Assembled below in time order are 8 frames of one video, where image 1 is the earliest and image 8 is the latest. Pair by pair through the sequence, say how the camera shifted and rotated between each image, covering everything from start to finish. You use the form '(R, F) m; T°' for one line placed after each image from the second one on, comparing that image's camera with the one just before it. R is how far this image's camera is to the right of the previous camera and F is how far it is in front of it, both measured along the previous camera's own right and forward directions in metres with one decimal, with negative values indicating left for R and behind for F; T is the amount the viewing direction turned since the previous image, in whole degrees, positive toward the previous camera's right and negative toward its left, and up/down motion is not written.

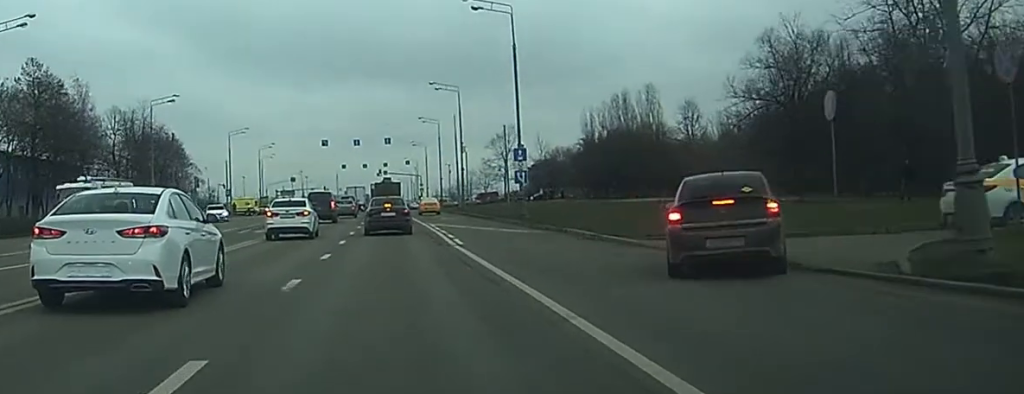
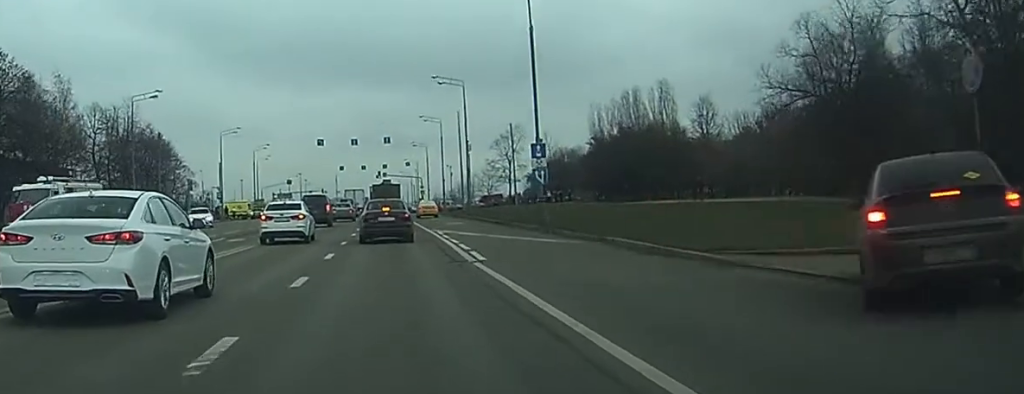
(0.0, +6.1) m; 0°
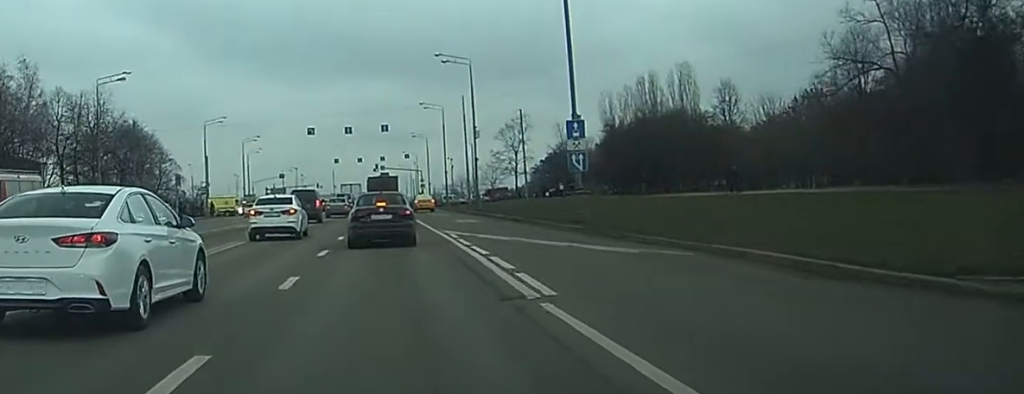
(0.0, +8.7) m; 0°
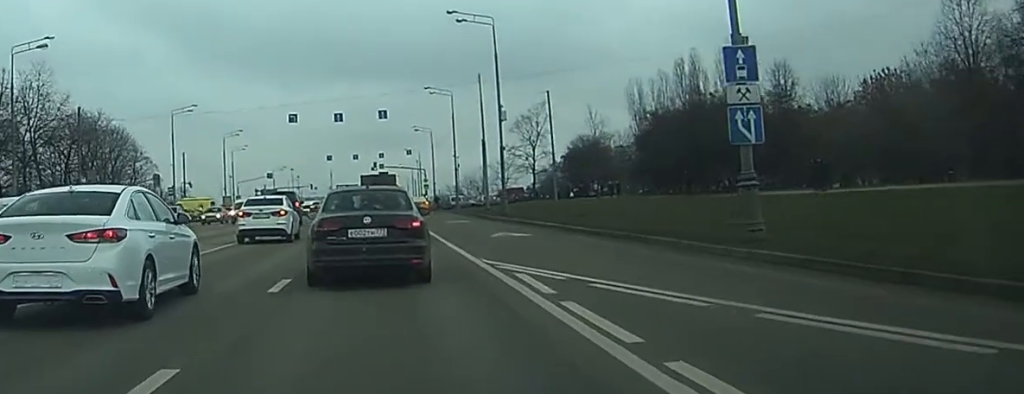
(0.0, +15.9) m; 0°
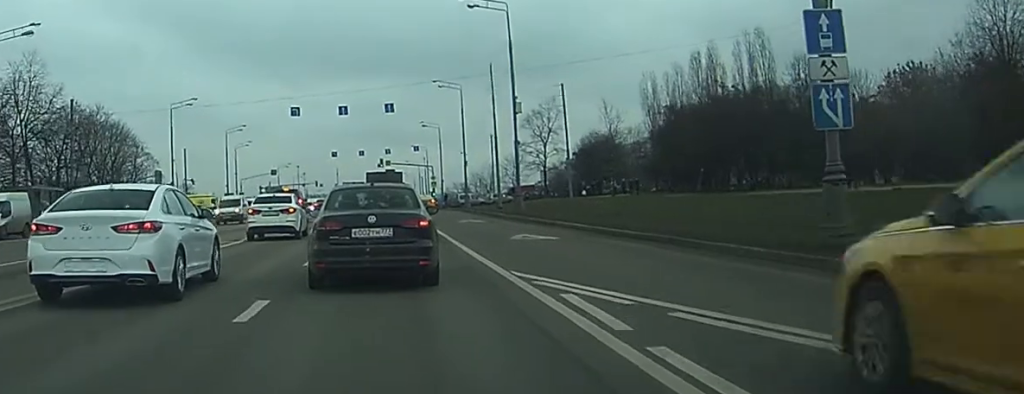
(0.0, +3.7) m; 0°
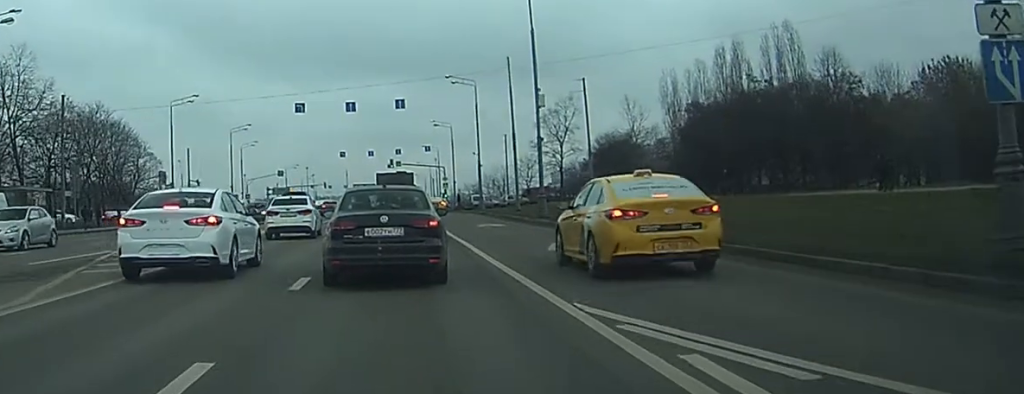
(+0.1, +4.9) m; +1°
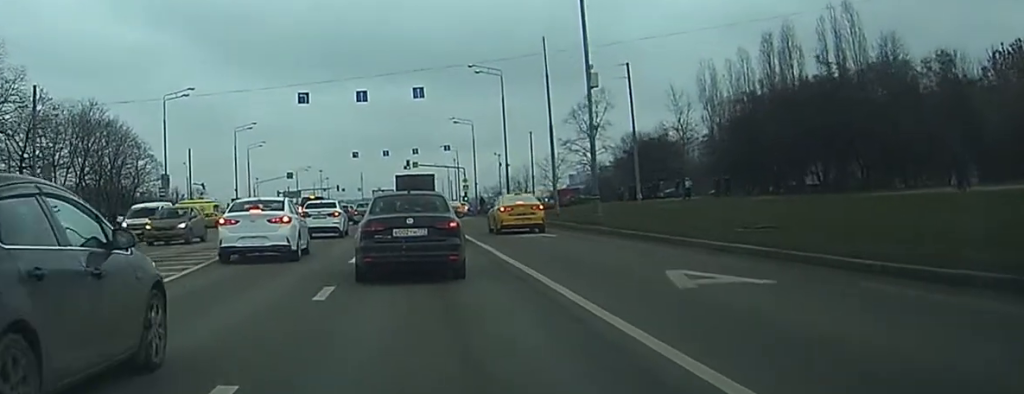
(+0.4, +8.8) m; +2°
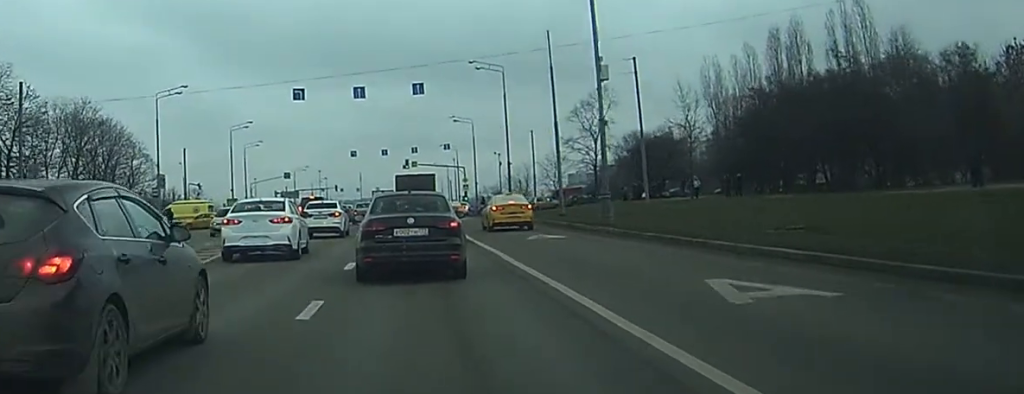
(-0.1, +2.0) m; -2°
